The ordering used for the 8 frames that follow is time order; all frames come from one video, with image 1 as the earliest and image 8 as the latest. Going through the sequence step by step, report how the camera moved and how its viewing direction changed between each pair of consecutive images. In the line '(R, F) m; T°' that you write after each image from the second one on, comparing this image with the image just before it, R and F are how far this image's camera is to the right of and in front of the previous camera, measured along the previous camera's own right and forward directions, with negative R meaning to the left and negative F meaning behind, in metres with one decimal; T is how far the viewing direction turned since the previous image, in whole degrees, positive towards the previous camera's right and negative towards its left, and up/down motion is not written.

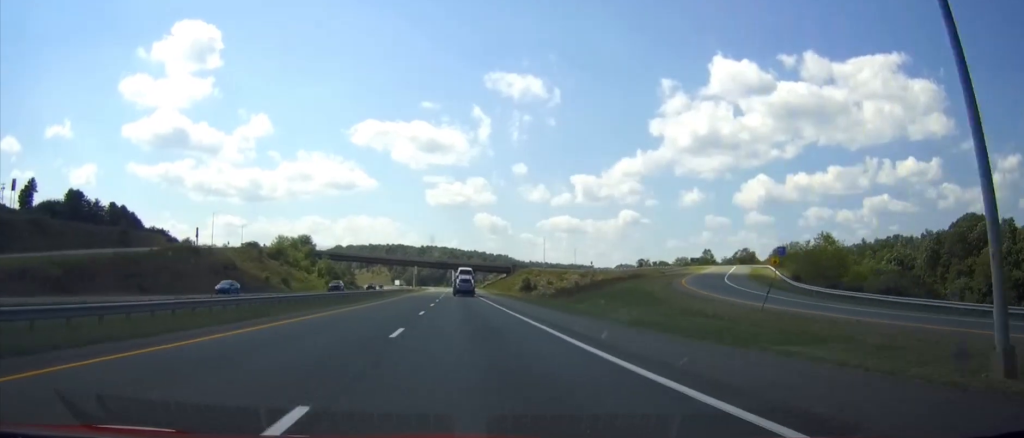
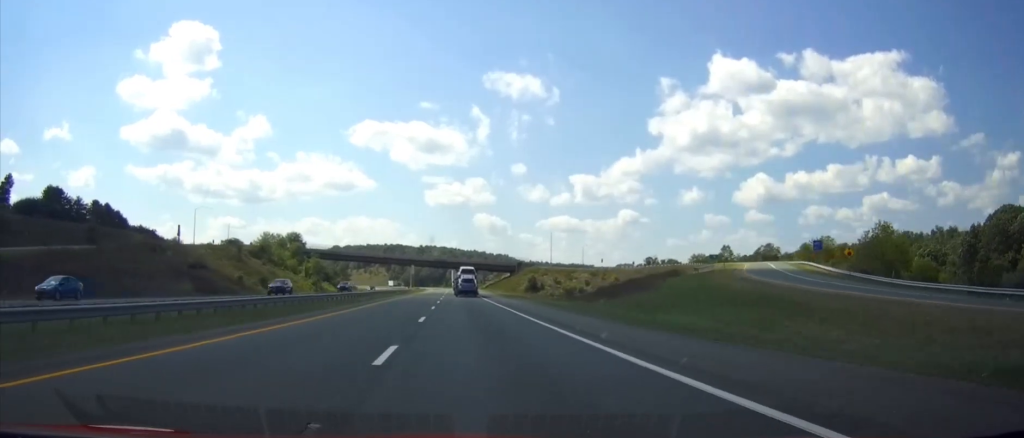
(0.0, +17.7) m; 0°
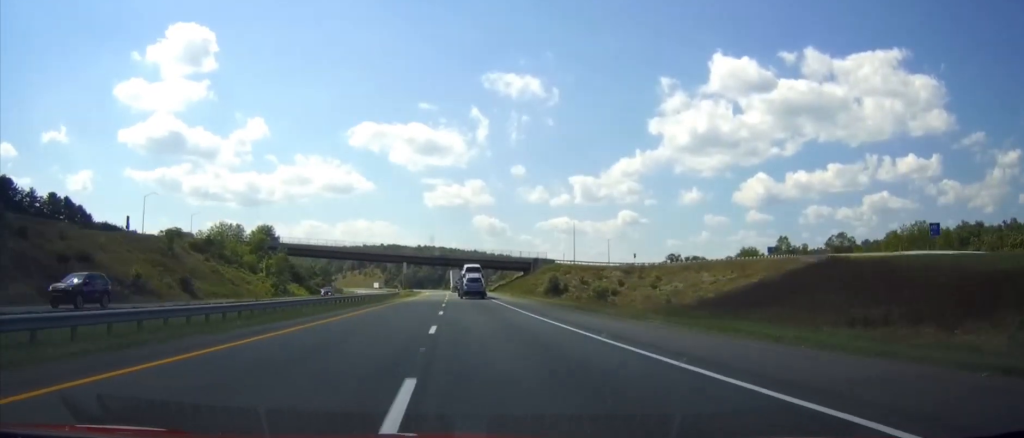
(-0.1, +41.2) m; 0°
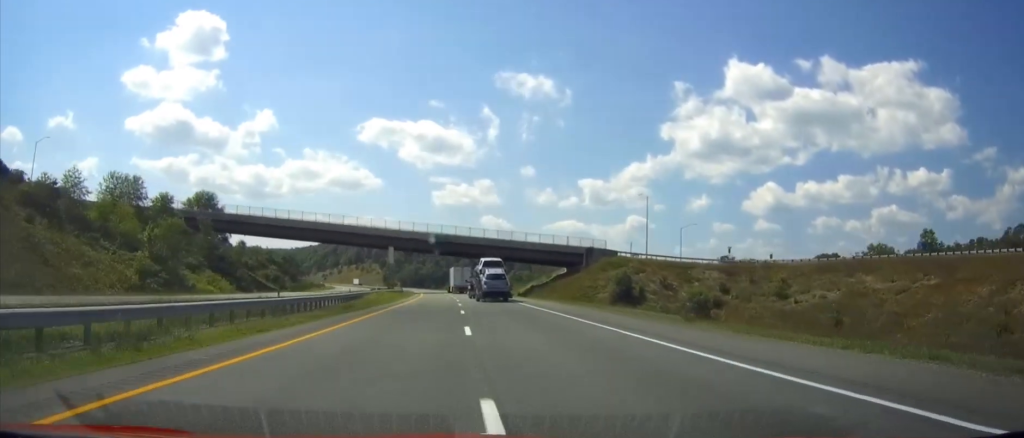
(-0.3, +62.5) m; -1°
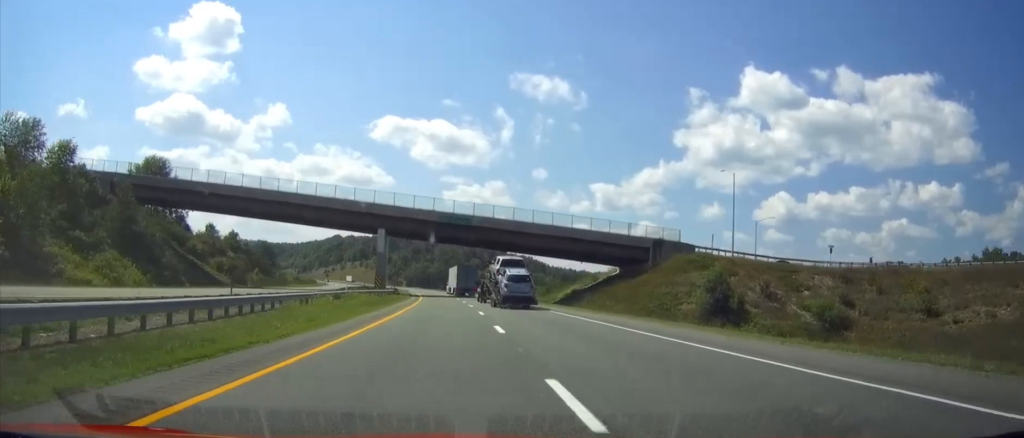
(-0.2, +34.8) m; -1°
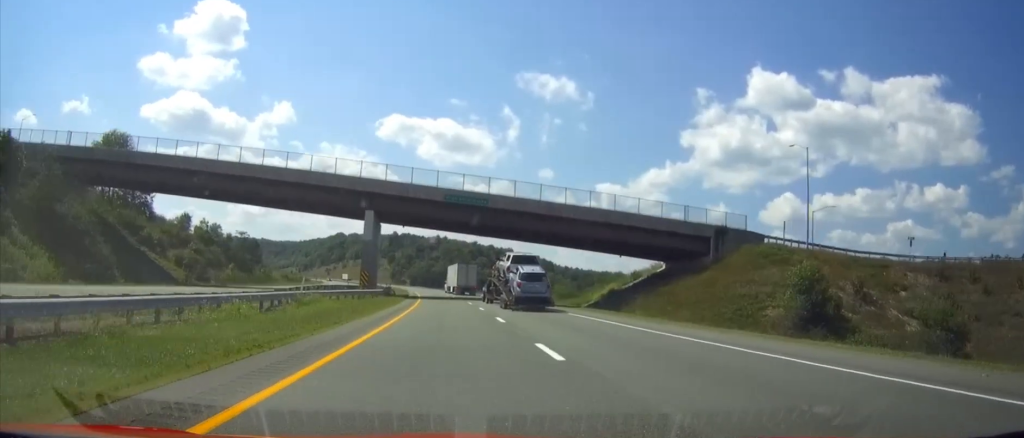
(-0.1, +19.1) m; 0°
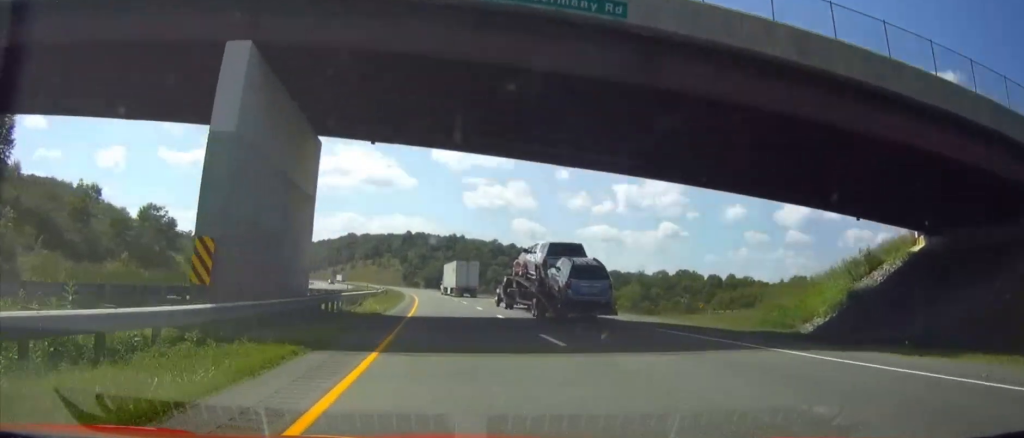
(-0.3, +46.3) m; -1°
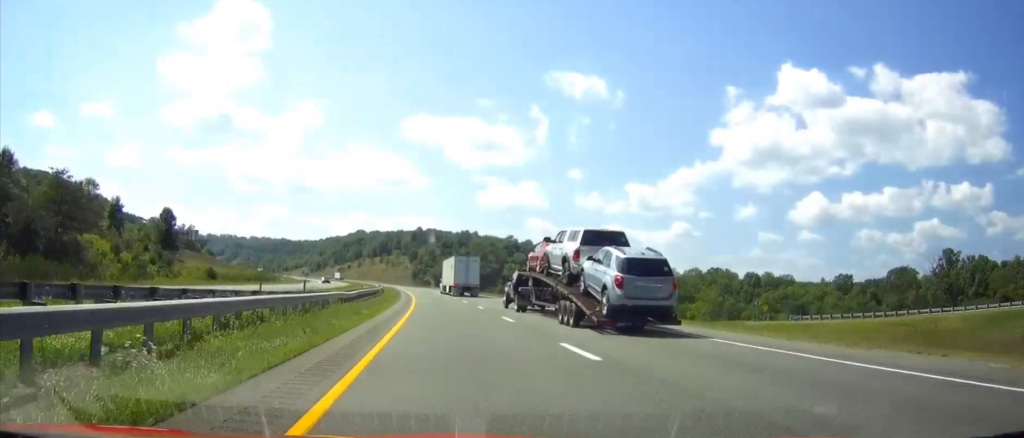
(-0.2, +27.2) m; -1°
